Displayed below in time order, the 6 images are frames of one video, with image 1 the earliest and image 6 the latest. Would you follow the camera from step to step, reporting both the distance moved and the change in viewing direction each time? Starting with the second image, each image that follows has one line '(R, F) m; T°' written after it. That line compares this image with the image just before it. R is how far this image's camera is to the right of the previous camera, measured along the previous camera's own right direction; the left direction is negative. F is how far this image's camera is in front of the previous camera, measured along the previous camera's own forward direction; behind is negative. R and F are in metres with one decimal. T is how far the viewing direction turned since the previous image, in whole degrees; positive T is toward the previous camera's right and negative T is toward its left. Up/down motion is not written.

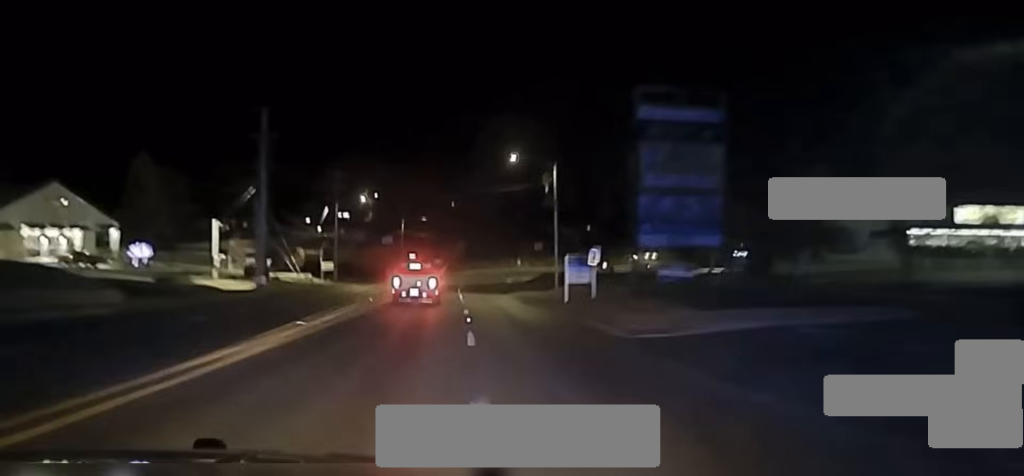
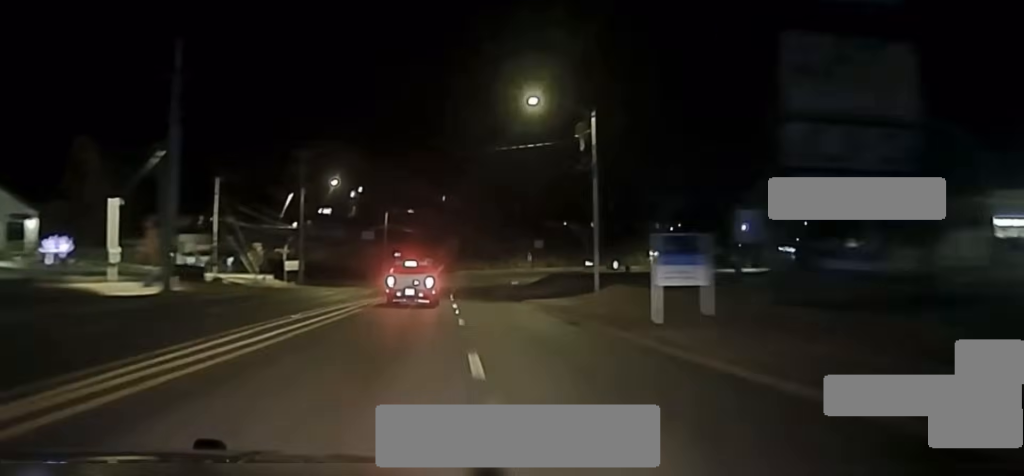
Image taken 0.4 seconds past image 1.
(+0.1, +18.1) m; +1°
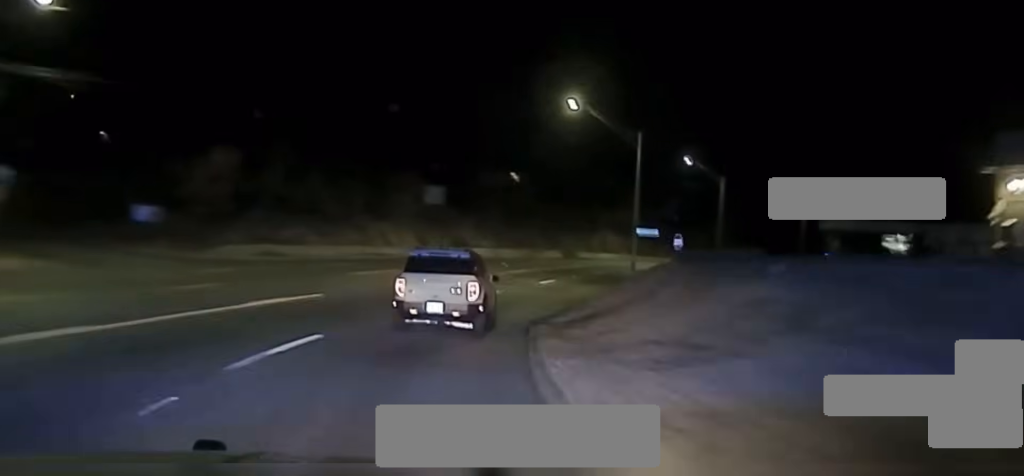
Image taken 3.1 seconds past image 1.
(+5.7, +93.2) m; +15°
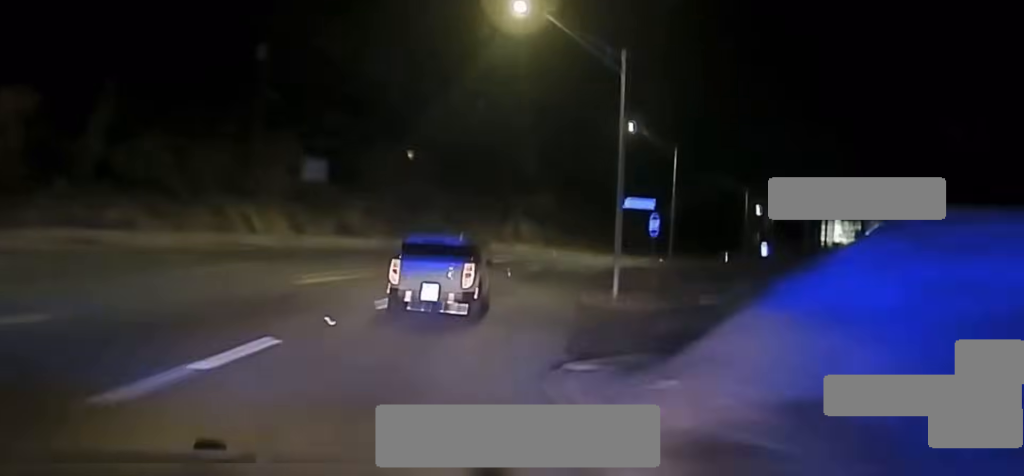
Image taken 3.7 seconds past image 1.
(+1.1, +15.5) m; +7°
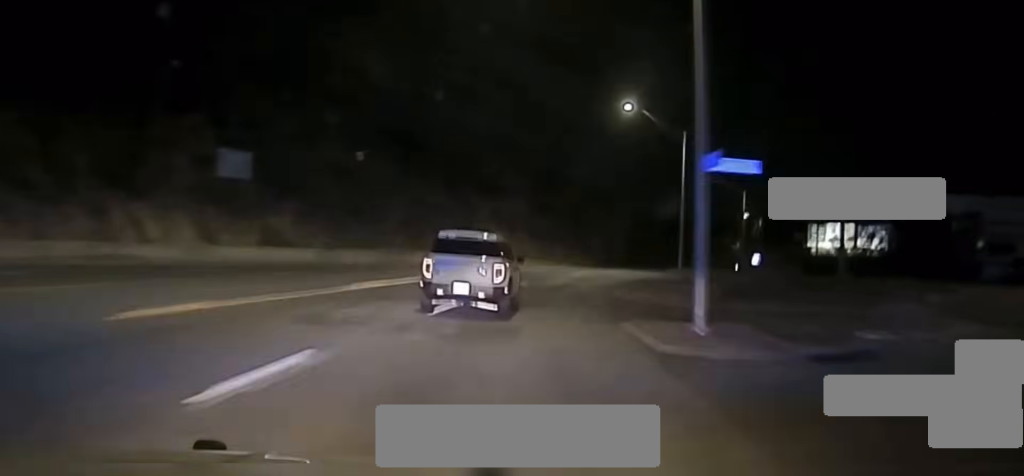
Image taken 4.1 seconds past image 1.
(+0.7, +11.7) m; +6°
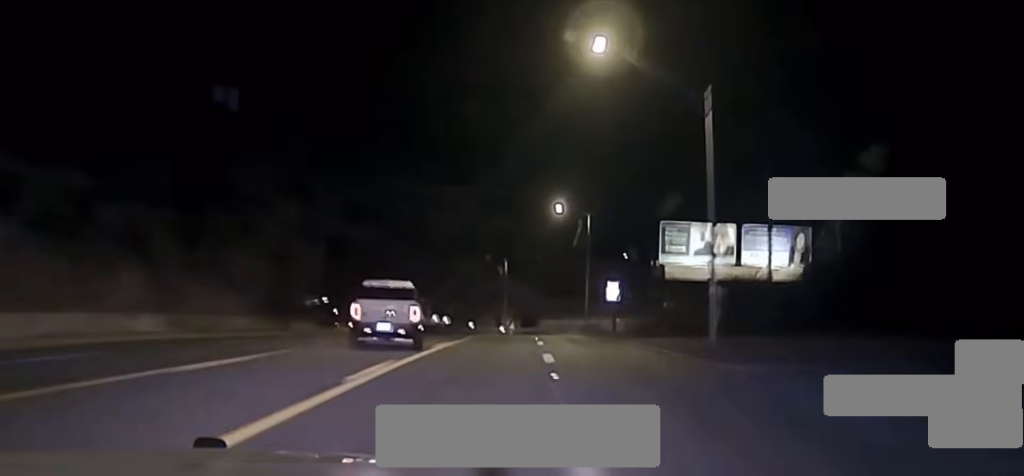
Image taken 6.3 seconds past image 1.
(+8.9, +58.4) m; +13°
